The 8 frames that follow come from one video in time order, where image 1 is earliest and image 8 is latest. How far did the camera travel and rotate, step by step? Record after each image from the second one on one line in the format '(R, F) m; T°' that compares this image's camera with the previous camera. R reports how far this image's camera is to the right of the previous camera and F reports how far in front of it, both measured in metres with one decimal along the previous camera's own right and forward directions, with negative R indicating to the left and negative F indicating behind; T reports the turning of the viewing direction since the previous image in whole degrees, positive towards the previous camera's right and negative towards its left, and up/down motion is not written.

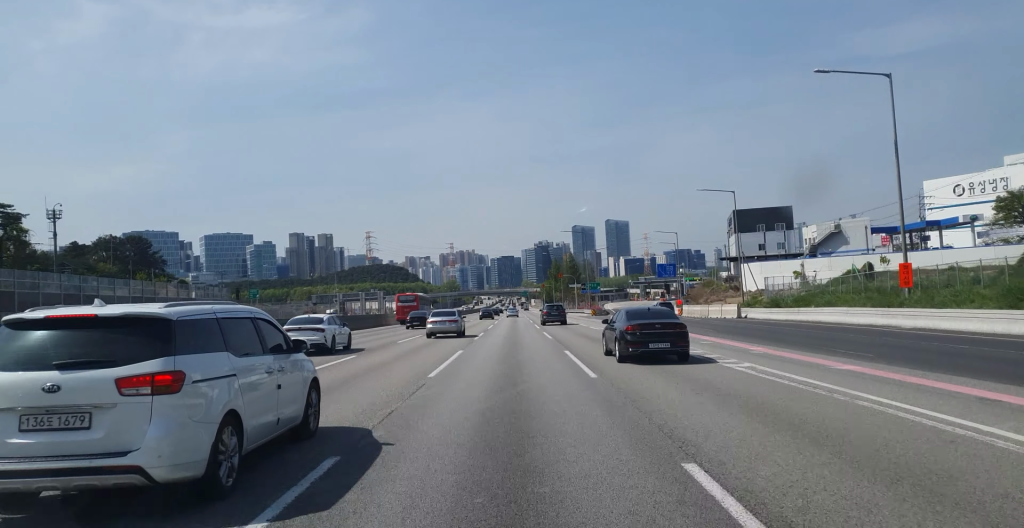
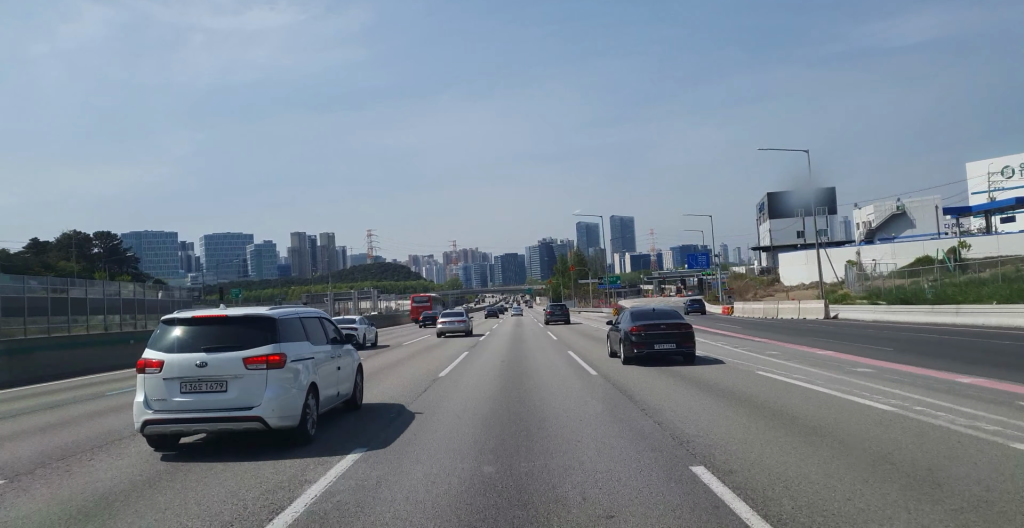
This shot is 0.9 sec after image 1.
(-0.3, +19.0) m; -1°
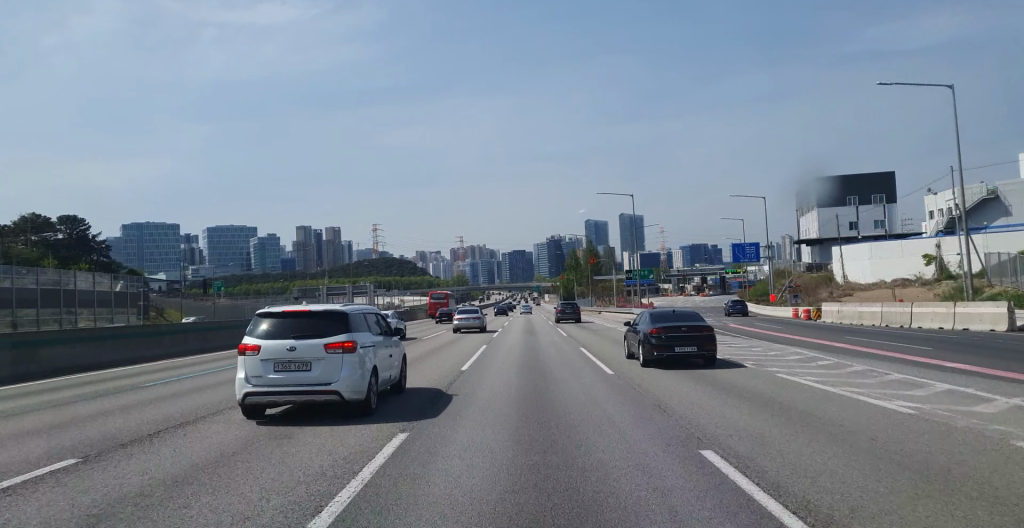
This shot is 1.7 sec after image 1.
(+0.1, +18.6) m; +1°
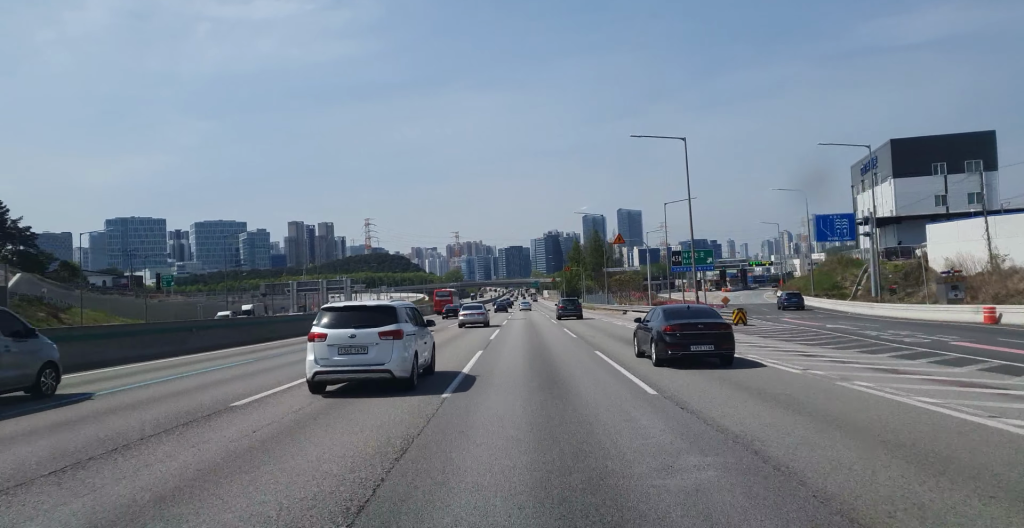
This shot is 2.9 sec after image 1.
(+0.2, +26.4) m; 0°
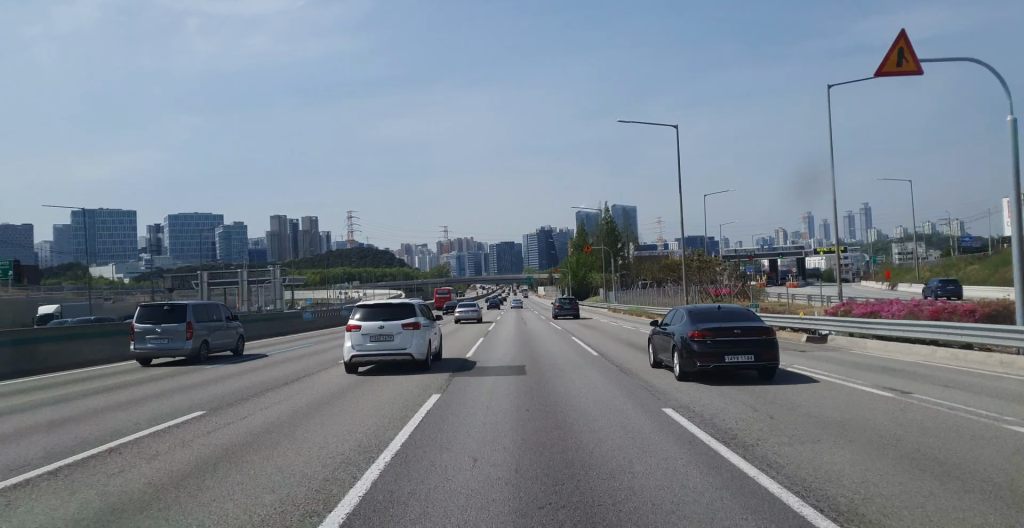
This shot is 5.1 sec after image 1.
(+0.4, +50.6) m; +1°
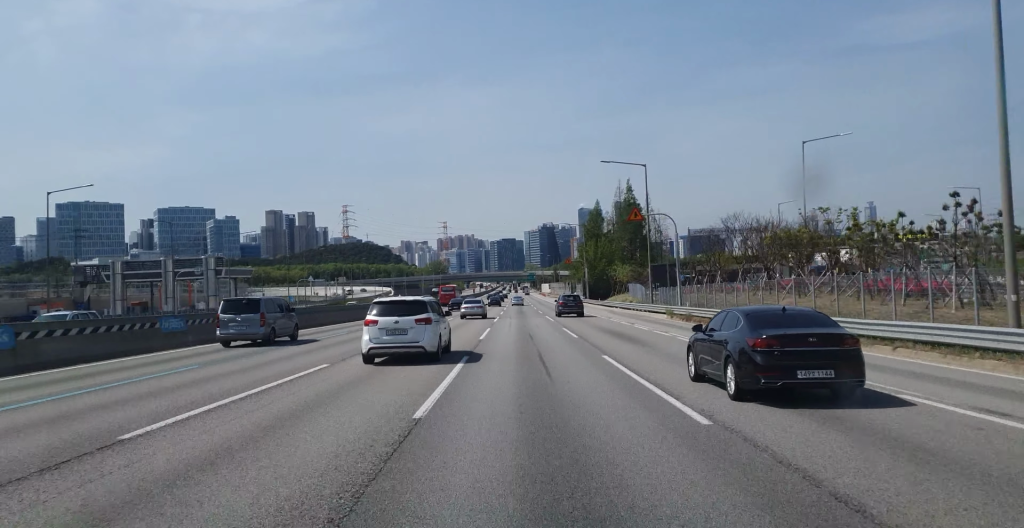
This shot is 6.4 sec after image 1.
(-0.2, +31.1) m; 0°
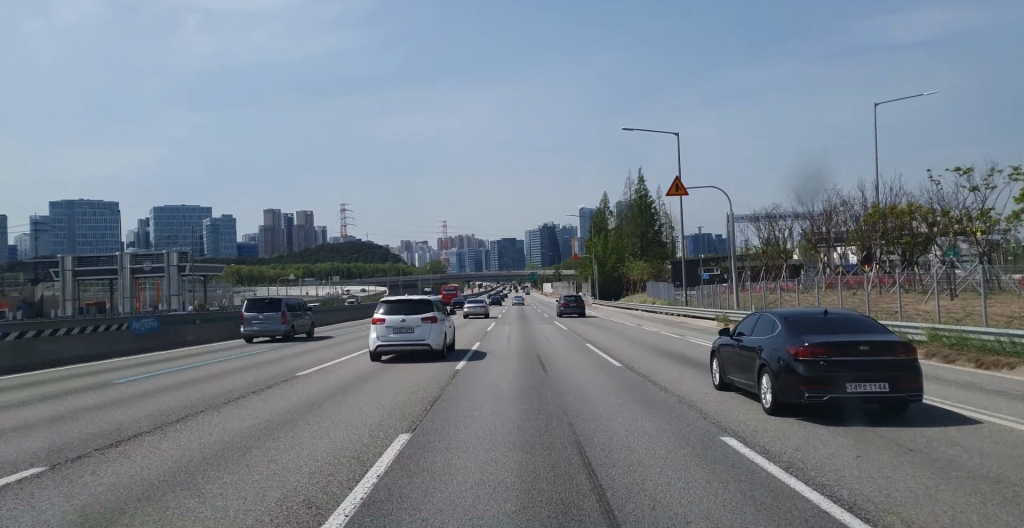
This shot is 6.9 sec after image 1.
(+0.1, +12.6) m; 0°
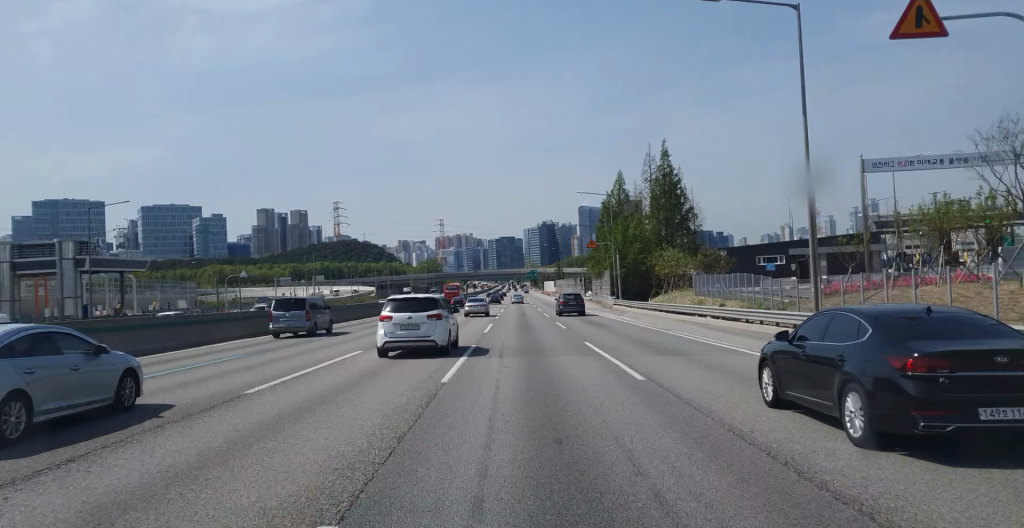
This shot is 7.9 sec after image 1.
(+0.1, +23.7) m; 0°
